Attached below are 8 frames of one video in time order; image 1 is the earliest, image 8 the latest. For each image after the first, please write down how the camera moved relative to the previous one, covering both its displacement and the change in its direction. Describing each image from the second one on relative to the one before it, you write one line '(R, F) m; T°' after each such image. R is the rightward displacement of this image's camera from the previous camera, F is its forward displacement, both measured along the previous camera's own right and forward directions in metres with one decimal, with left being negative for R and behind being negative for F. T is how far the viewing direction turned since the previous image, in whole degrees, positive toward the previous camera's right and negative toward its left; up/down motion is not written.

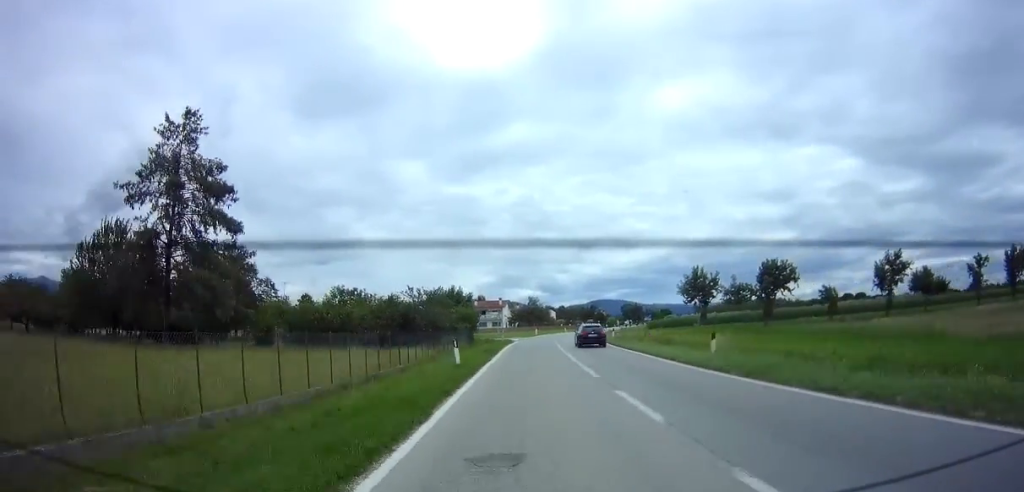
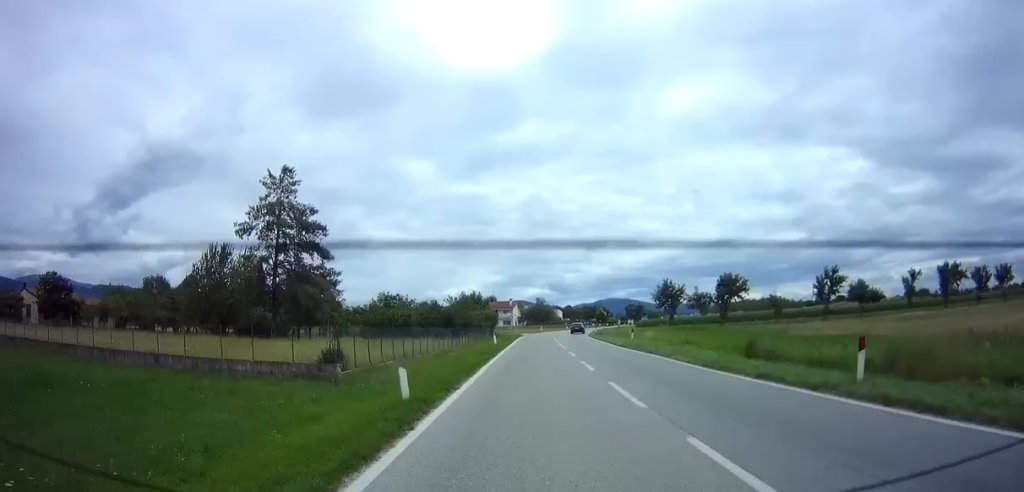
(-0.4, +16.2) m; -1°
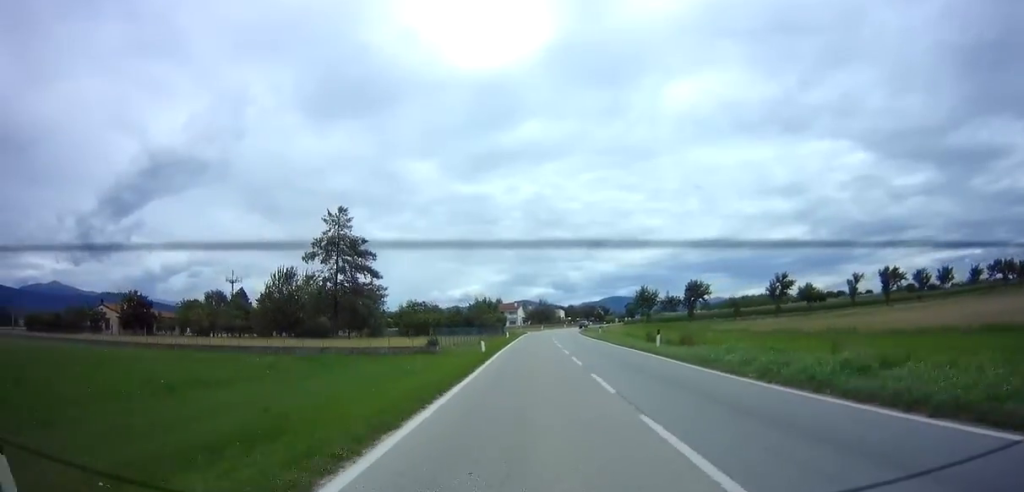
(-0.1, +16.9) m; 0°
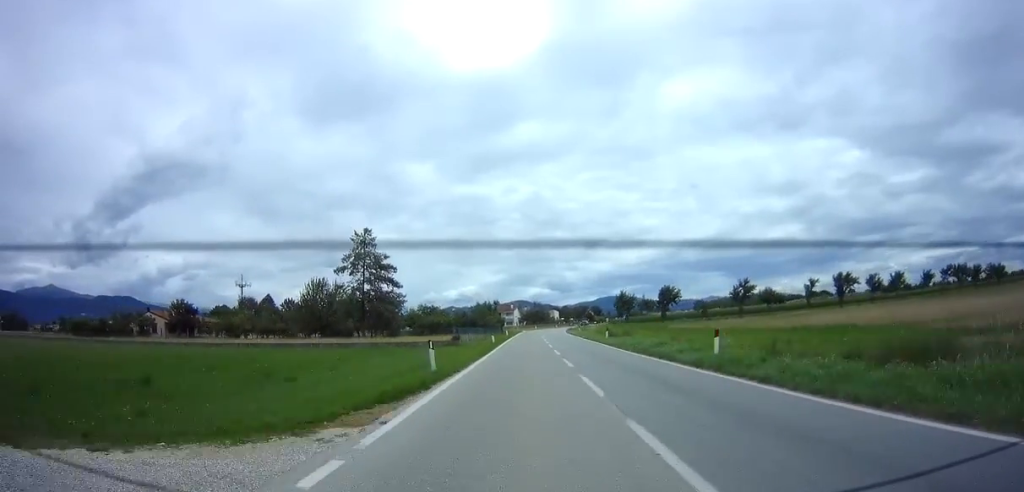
(0.0, +14.3) m; 0°
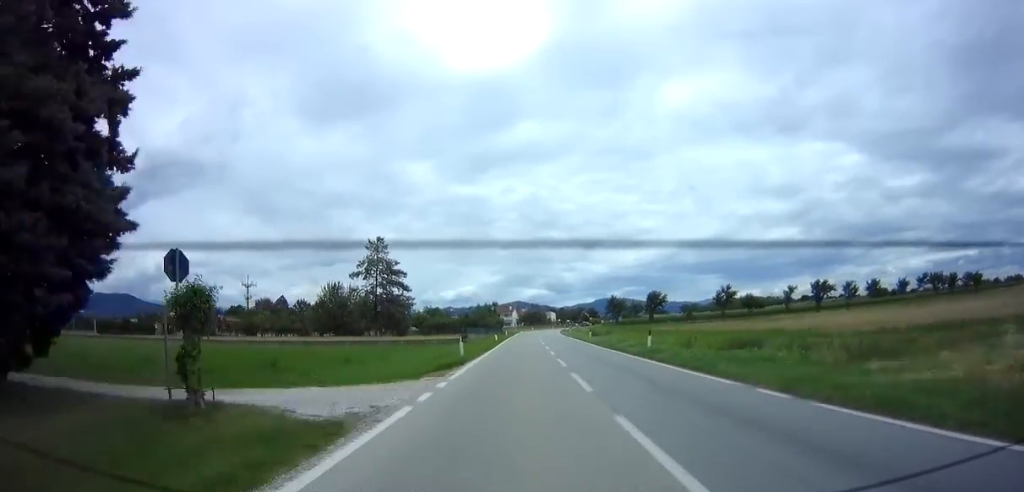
(0.0, +9.1) m; 0°
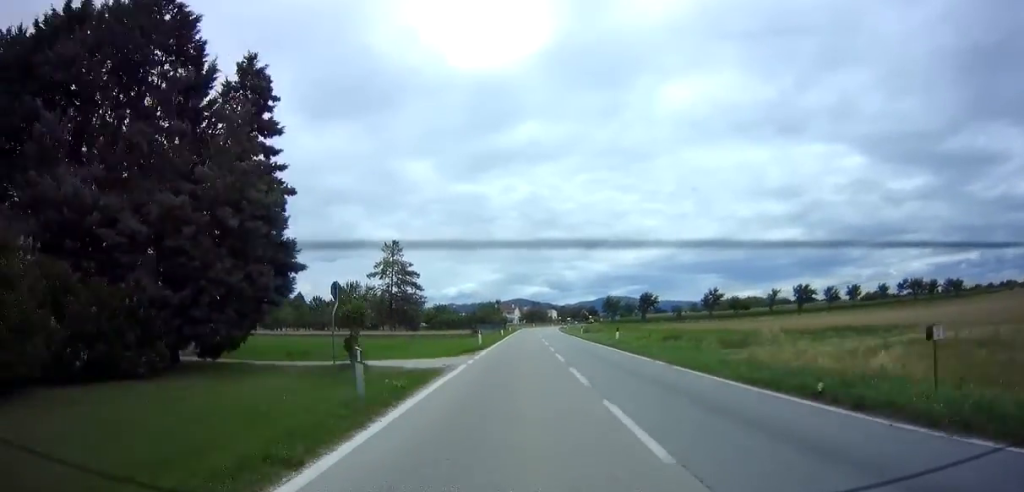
(0.0, +9.1) m; 0°
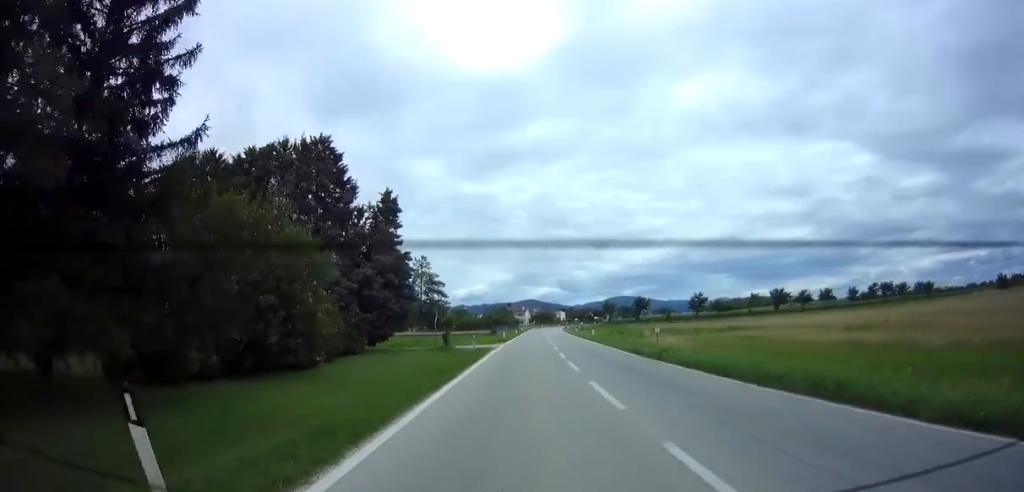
(-0.1, +18.2) m; -1°
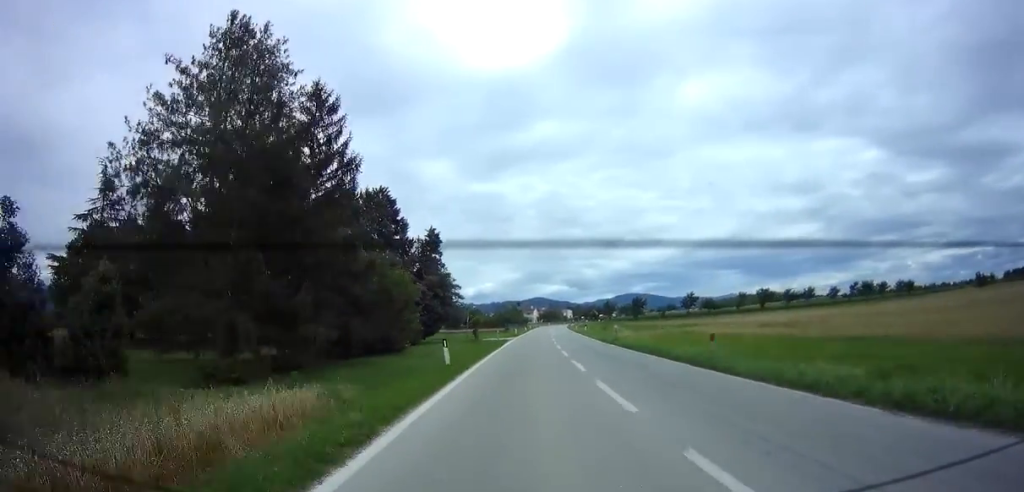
(-0.3, +14.3) m; 0°
